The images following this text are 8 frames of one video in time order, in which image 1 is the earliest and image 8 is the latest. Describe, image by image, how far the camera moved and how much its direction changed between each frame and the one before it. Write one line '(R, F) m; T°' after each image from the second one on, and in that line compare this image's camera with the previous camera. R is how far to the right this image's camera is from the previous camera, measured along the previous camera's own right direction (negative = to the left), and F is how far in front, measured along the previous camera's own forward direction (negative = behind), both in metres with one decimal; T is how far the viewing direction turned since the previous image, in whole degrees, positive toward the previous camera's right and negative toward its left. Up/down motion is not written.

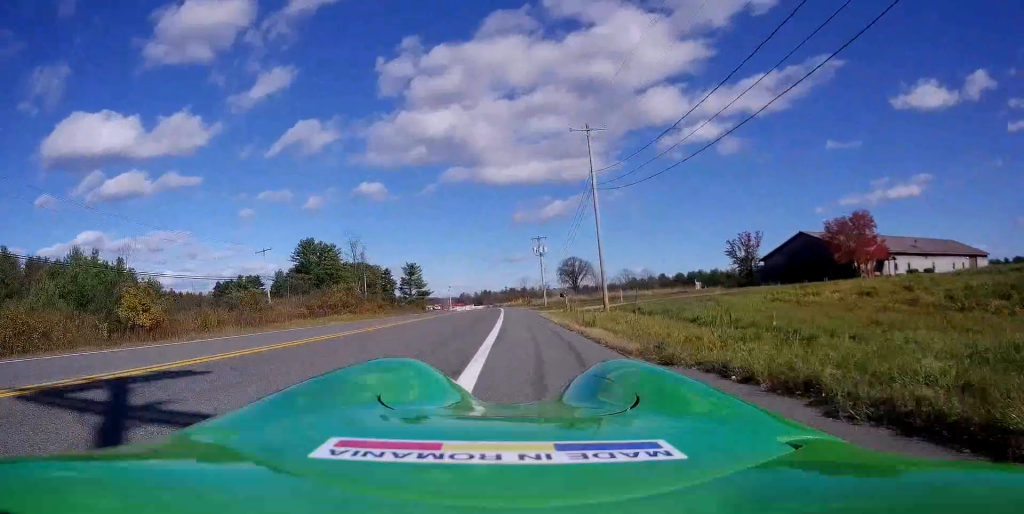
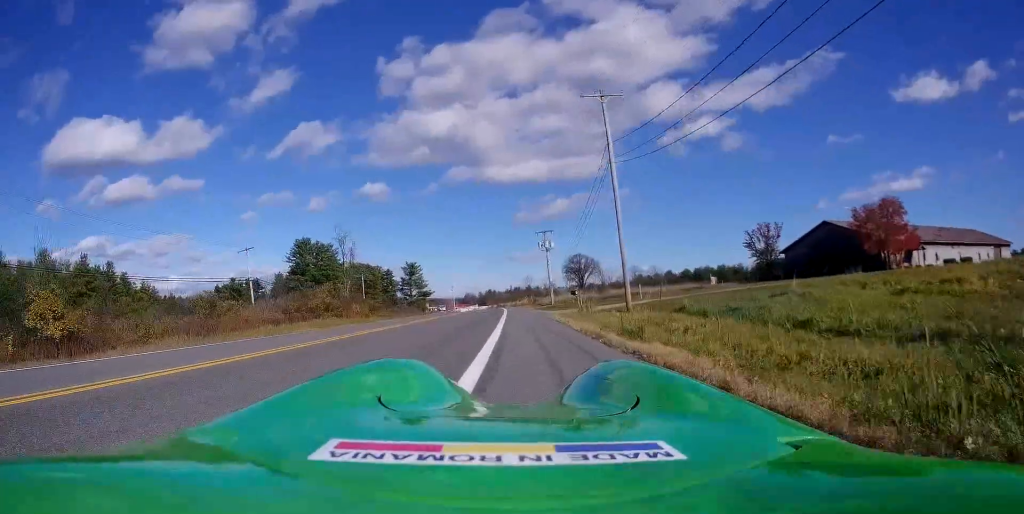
(+0.1, +6.0) m; 0°
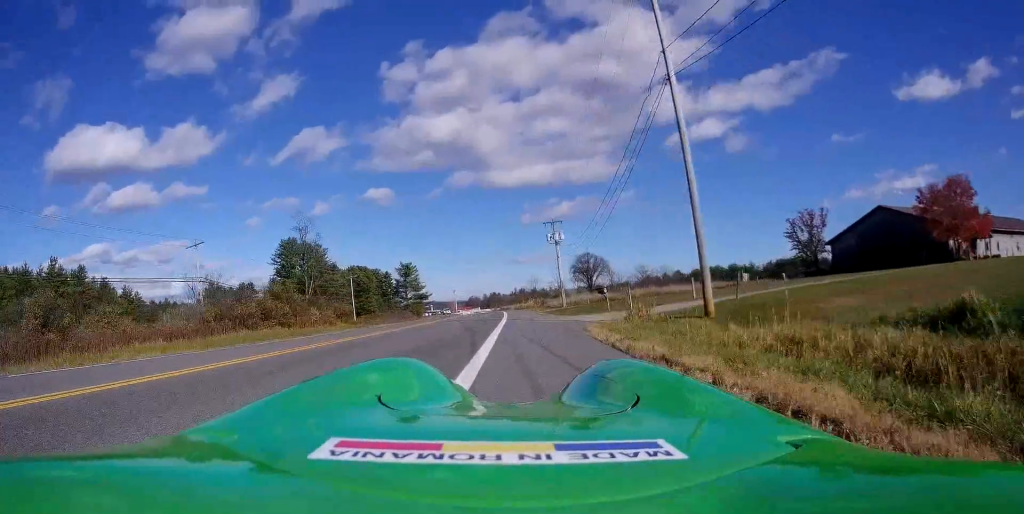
(+0.2, +11.9) m; -1°
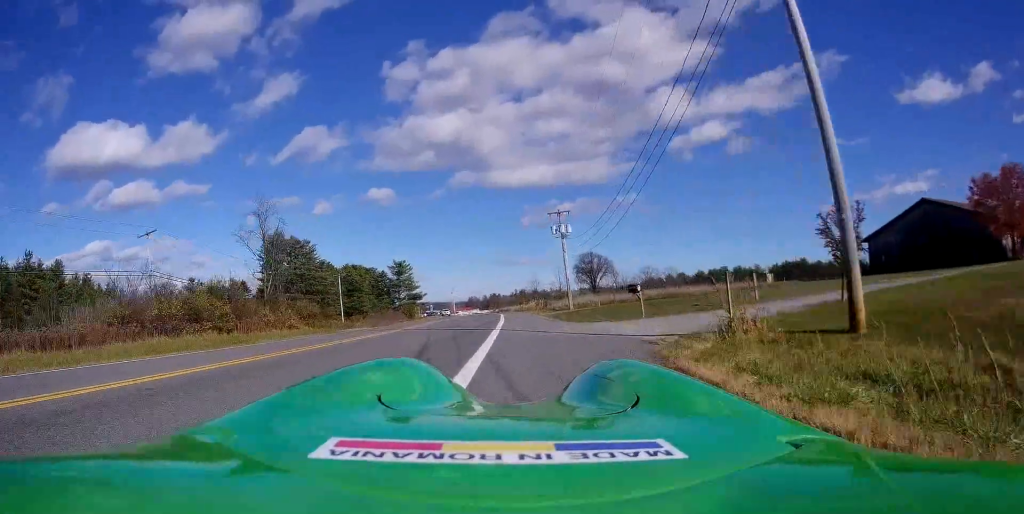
(-0.4, +7.6) m; -1°
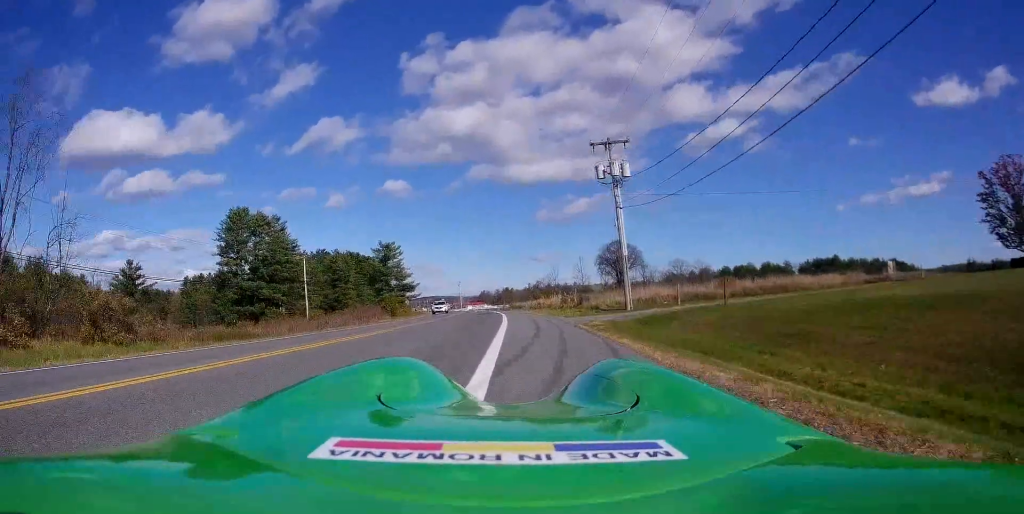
(-0.3, +22.3) m; -2°
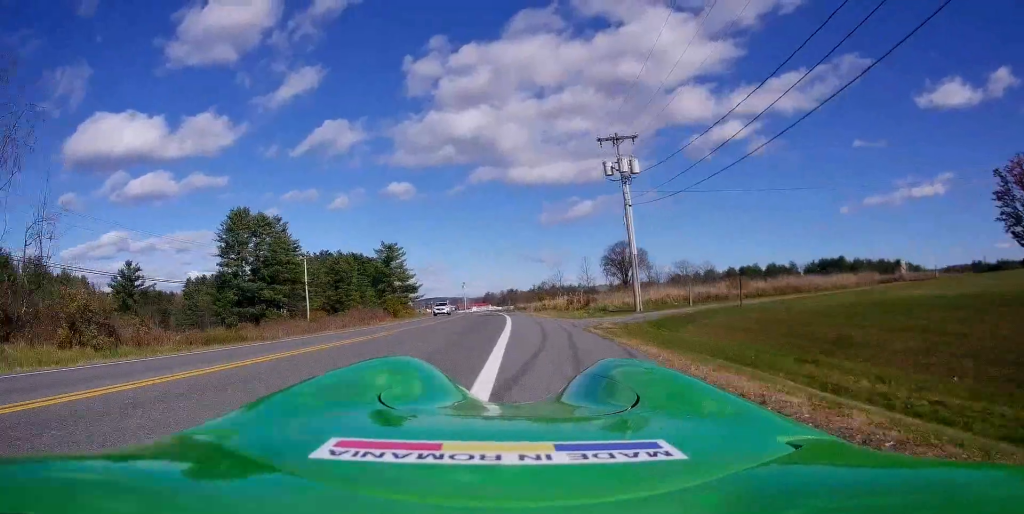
(-0.3, +13.4) m; -1°
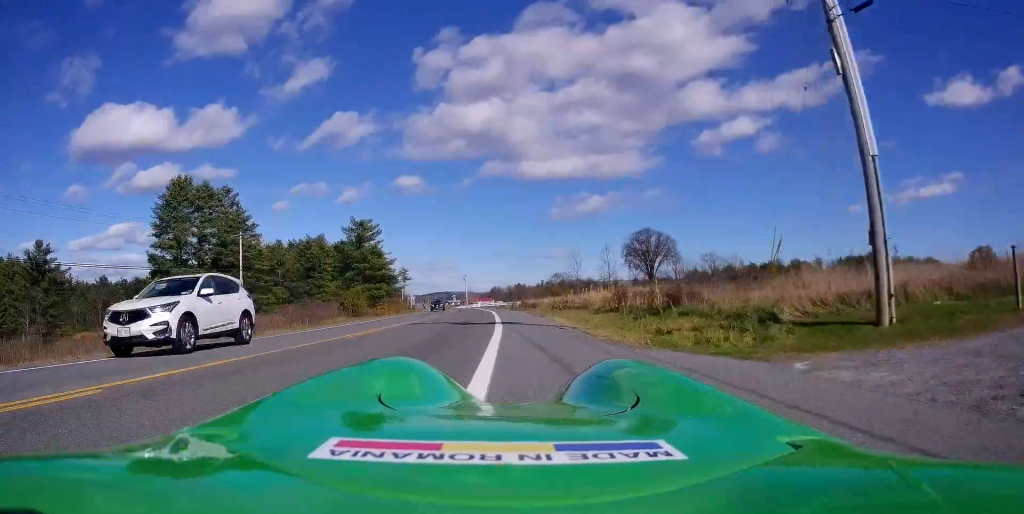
(+0.3, +20.1) m; 0°
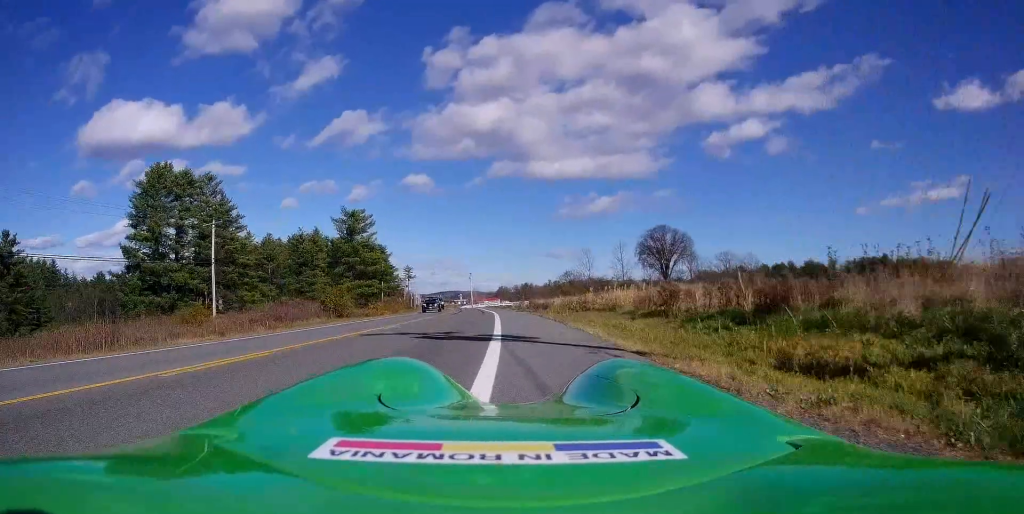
(-0.1, +7.4) m; -1°
